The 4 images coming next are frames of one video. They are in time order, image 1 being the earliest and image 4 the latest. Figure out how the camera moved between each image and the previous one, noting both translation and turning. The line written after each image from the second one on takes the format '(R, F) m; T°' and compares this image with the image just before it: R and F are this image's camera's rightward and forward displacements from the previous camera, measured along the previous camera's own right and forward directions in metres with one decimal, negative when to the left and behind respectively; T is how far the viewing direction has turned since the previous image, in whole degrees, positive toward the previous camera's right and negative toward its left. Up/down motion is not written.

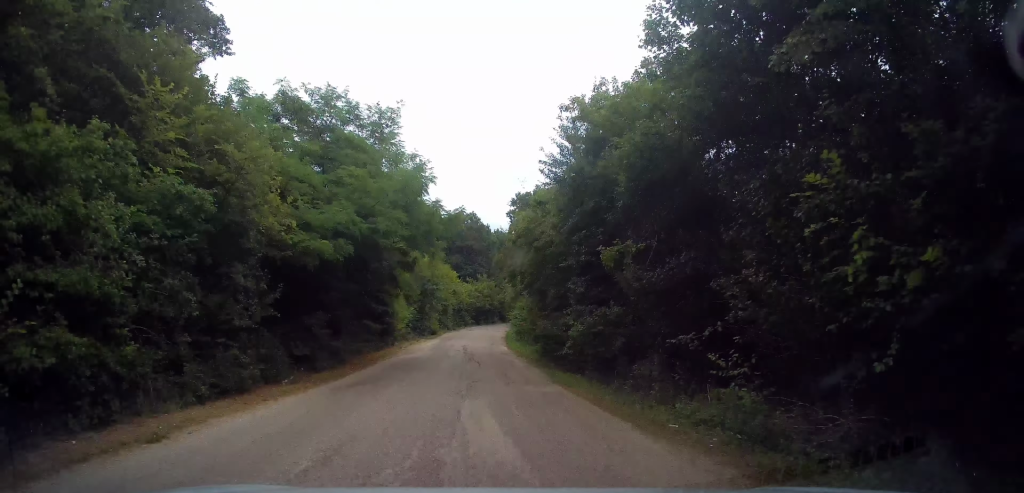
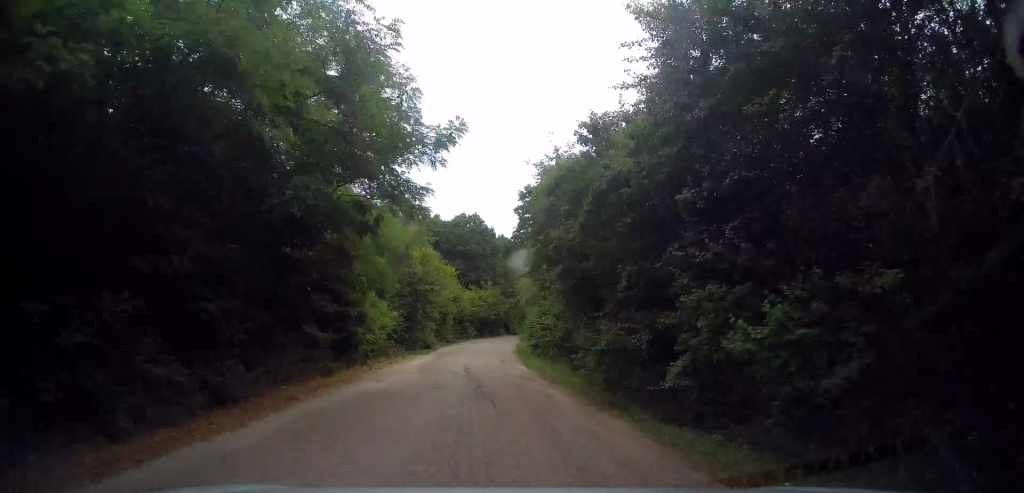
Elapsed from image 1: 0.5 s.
(-0.1, +8.1) m; -3°
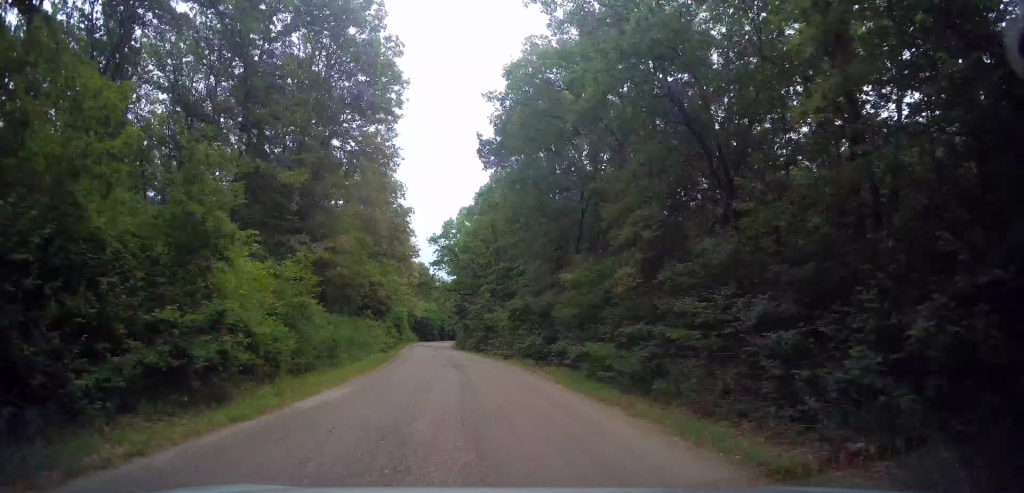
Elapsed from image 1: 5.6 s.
(+29.3, +106.6) m; +21°
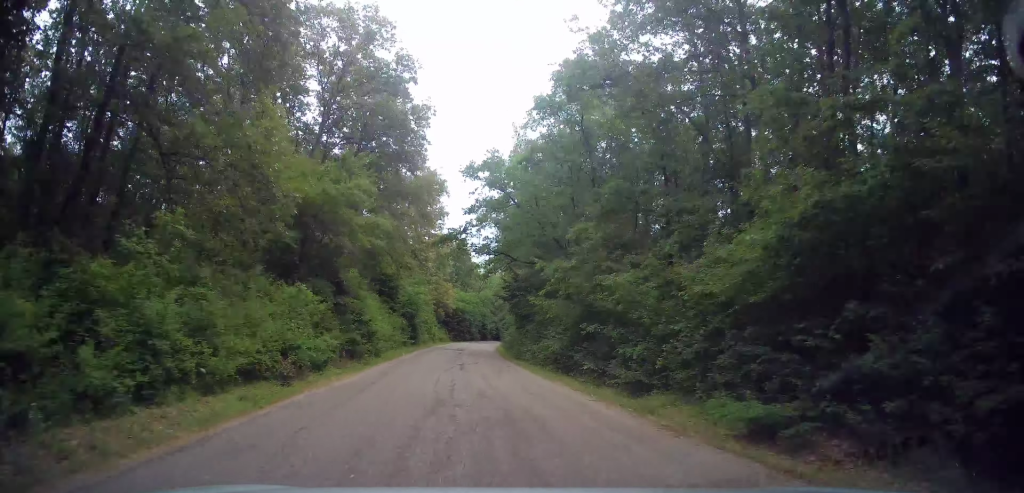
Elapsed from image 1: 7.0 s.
(-1.0, +27.8) m; -4°
